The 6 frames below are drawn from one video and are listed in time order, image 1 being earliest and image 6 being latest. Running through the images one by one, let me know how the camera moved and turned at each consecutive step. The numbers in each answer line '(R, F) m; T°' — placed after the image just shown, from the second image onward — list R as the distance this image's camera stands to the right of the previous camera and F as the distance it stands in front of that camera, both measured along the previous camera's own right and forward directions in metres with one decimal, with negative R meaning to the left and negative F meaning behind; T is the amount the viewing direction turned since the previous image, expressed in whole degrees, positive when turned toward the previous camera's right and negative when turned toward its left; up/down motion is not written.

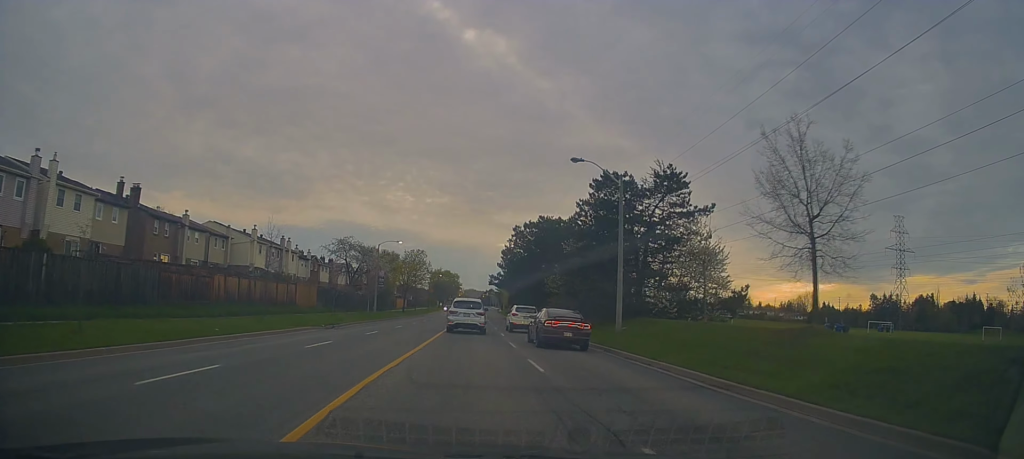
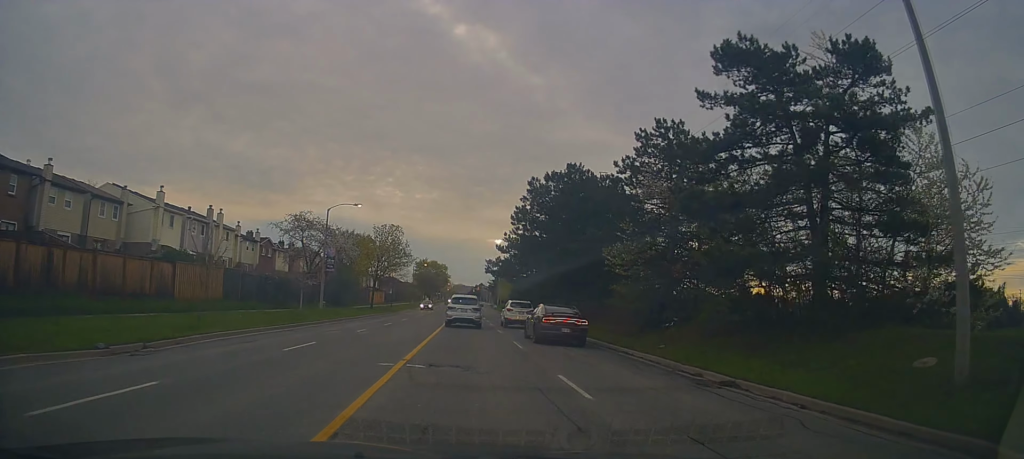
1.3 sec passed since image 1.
(+0.1, +18.0) m; 0°
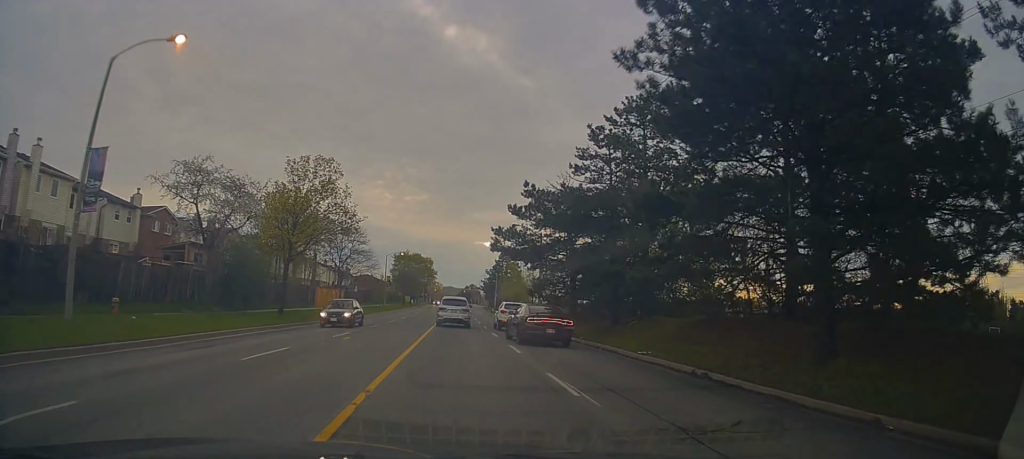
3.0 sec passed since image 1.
(0.0, +26.5) m; 0°
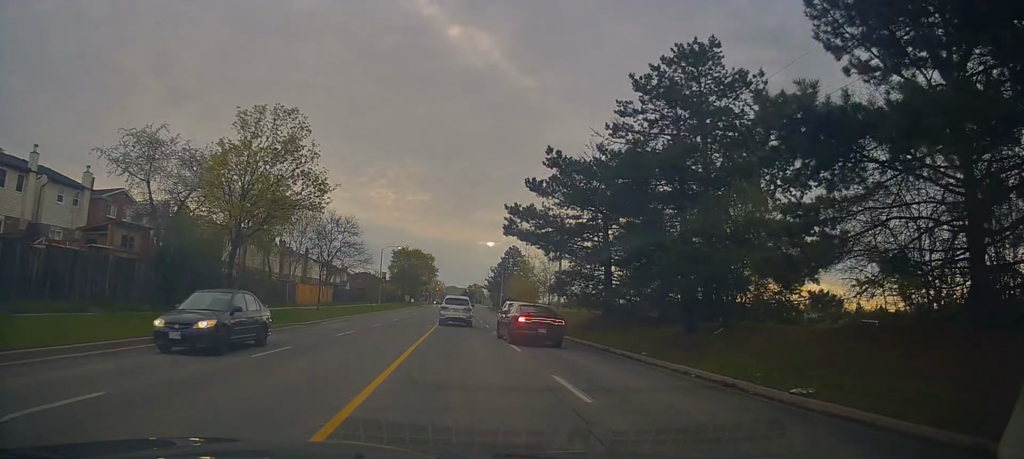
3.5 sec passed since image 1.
(+0.2, +8.4) m; 0°
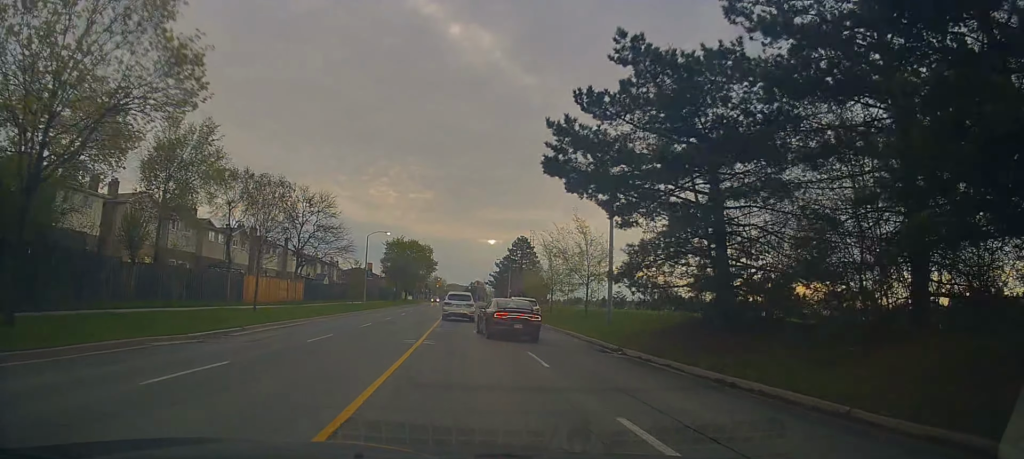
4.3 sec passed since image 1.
(-0.2, +14.5) m; 0°
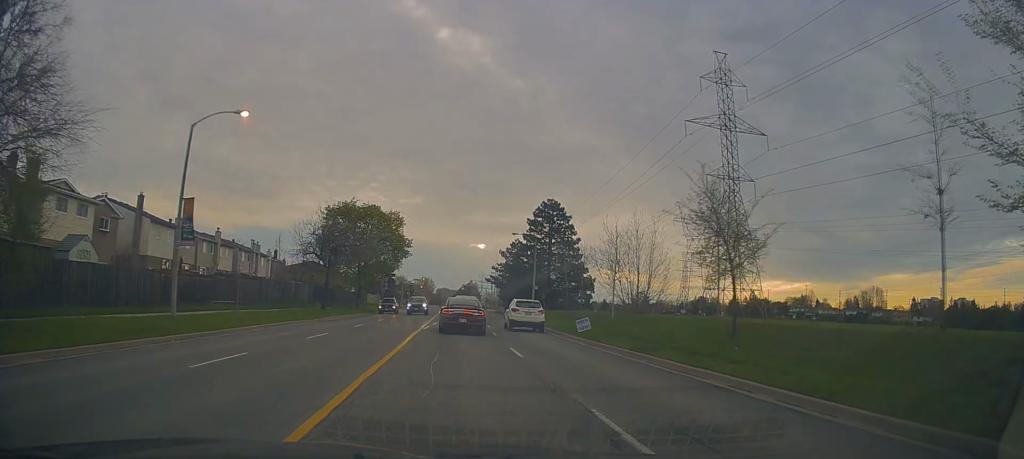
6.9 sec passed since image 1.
(+1.2, +42.4) m; +2°
